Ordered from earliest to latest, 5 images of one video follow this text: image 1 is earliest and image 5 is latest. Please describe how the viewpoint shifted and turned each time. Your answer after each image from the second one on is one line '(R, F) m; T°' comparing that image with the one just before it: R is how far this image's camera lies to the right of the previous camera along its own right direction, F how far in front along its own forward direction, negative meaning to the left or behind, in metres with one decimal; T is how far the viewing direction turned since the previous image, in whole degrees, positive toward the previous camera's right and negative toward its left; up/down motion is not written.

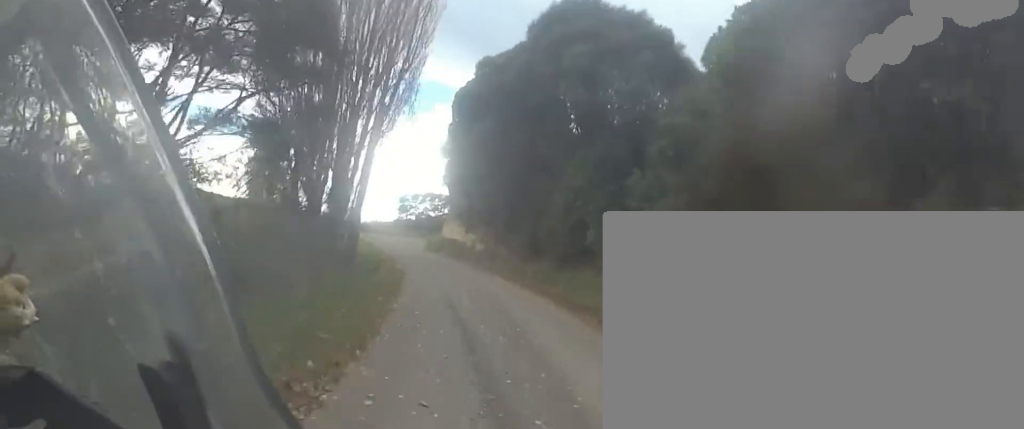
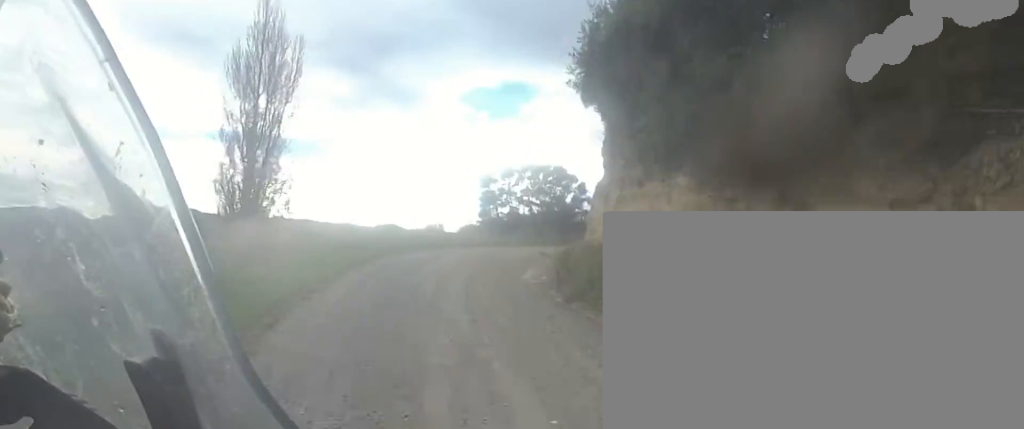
(-0.9, +27.7) m; -4°
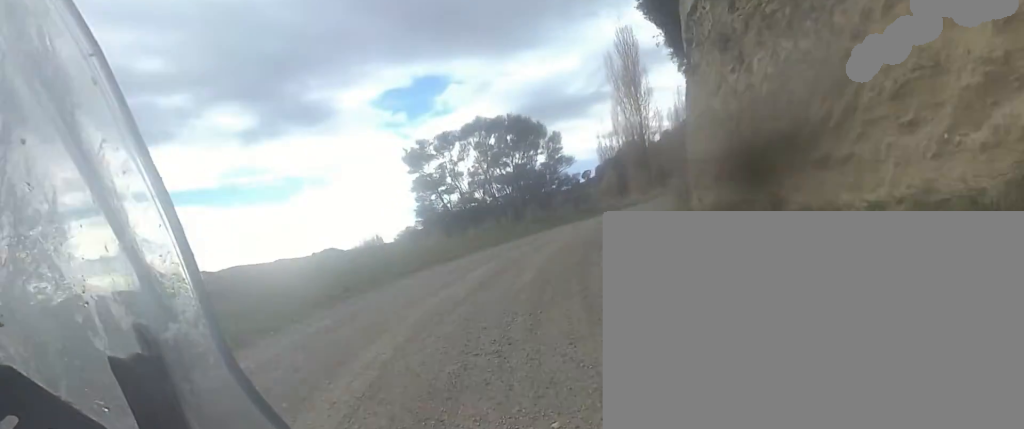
(+0.4, +13.4) m; +18°
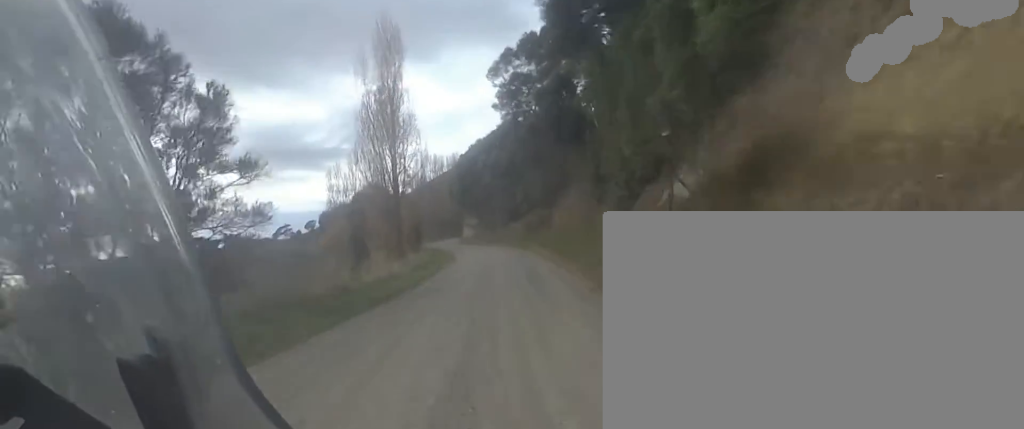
(+6.2, +17.9) m; +16°
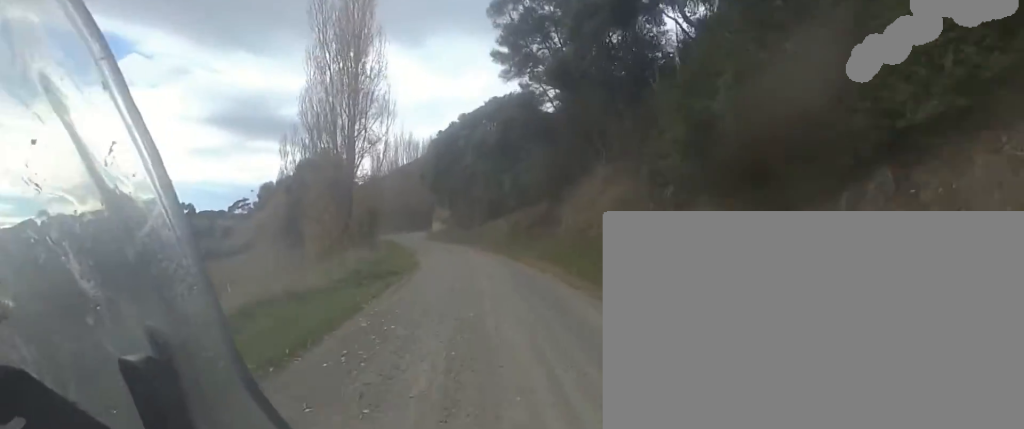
(-1.0, +8.6) m; 0°
